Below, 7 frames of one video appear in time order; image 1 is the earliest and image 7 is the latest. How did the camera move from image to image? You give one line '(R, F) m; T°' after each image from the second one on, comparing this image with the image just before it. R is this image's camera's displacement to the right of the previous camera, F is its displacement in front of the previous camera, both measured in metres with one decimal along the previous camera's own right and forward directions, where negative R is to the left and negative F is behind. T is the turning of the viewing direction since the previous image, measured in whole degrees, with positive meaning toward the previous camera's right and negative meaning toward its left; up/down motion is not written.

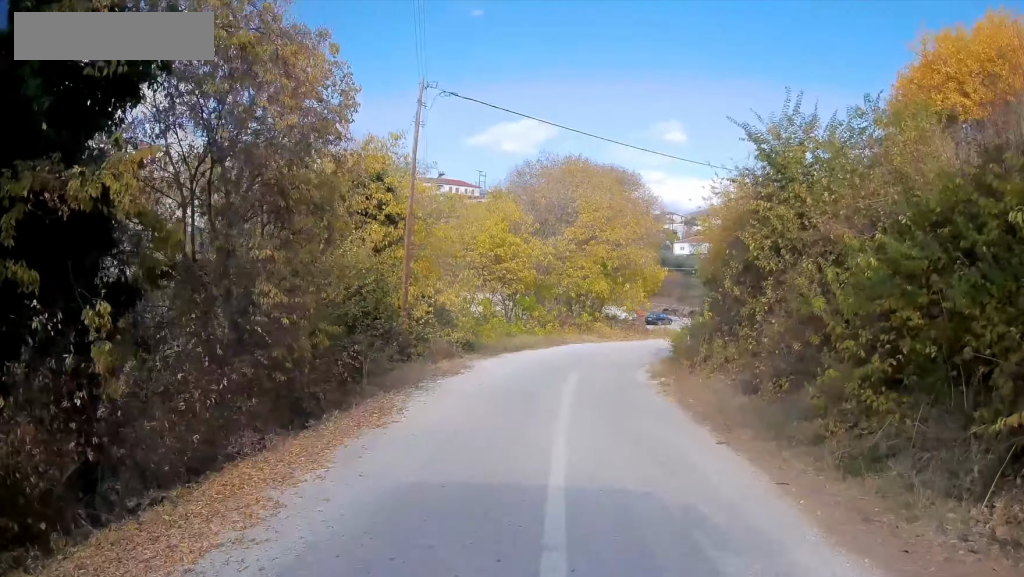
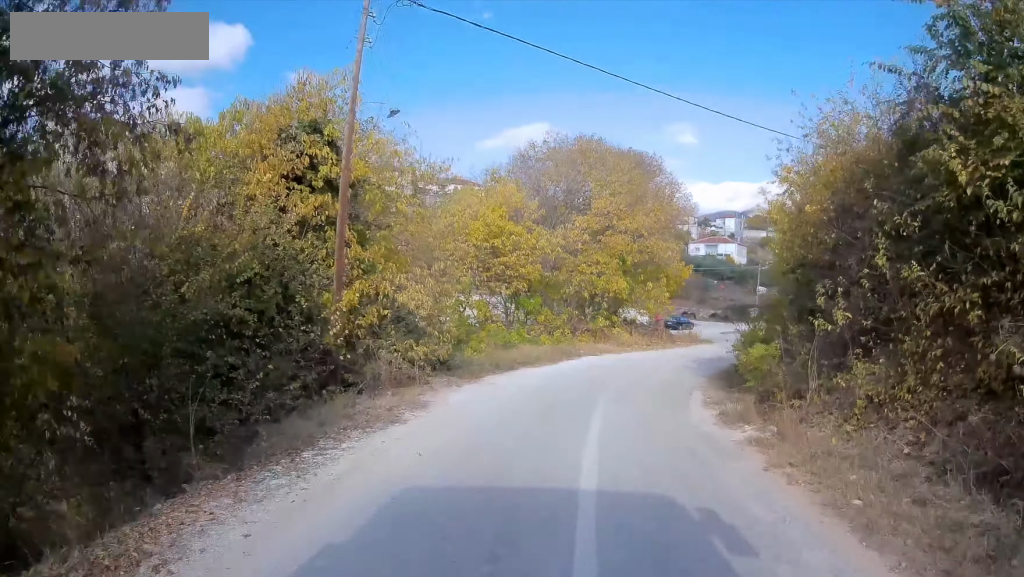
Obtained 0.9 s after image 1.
(-0.3, +7.5) m; -2°
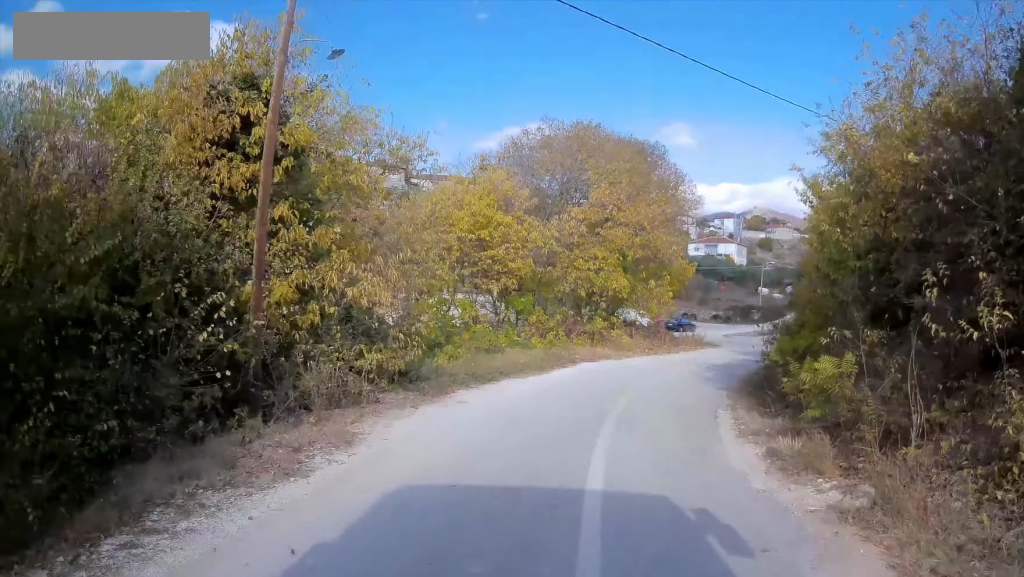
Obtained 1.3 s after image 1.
(0.0, +3.4) m; 0°
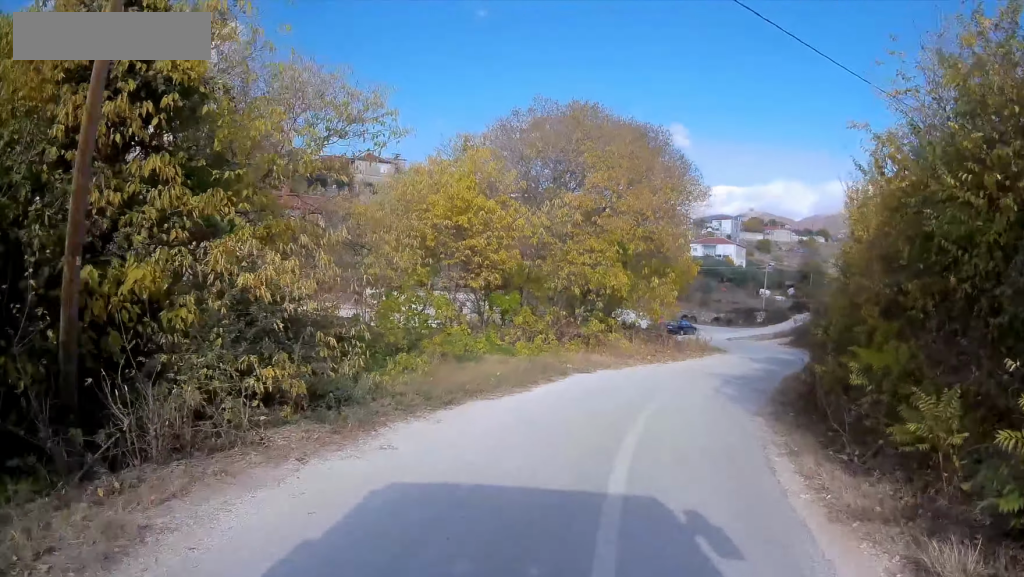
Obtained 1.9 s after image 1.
(0.0, +3.6) m; +1°
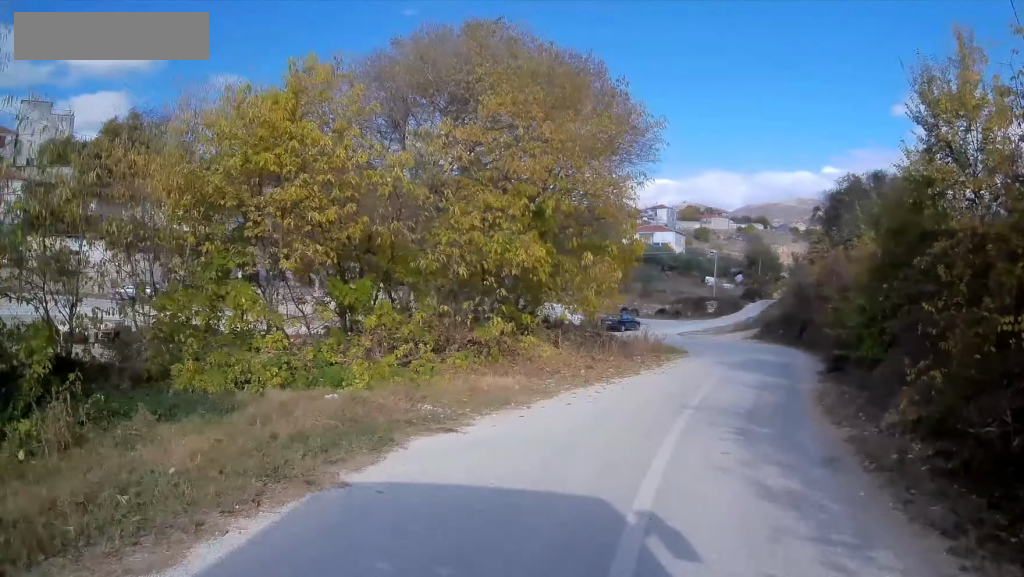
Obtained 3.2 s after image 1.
(+0.4, +7.5) m; +6°
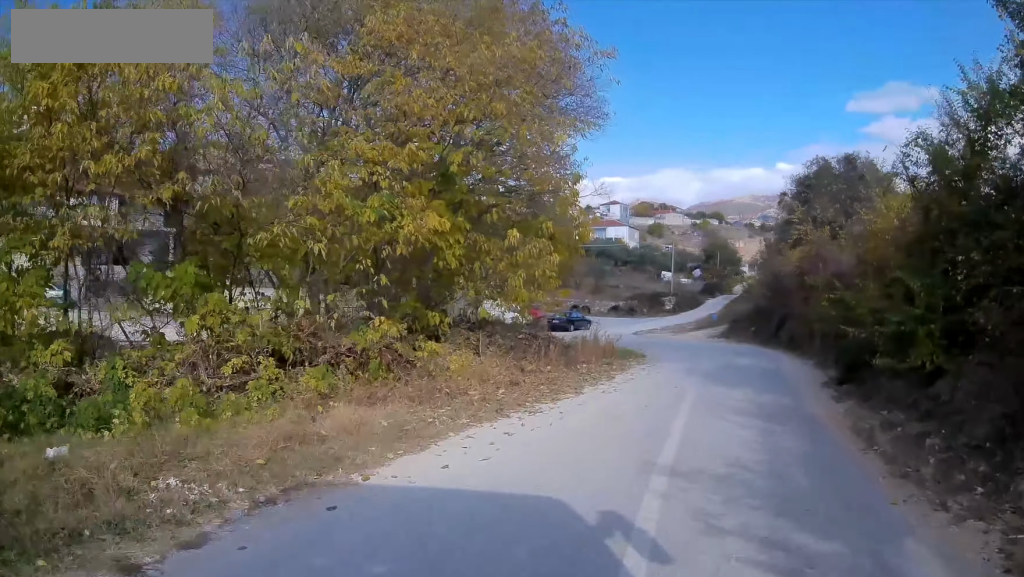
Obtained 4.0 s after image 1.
(+0.1, +5.4) m; +3°
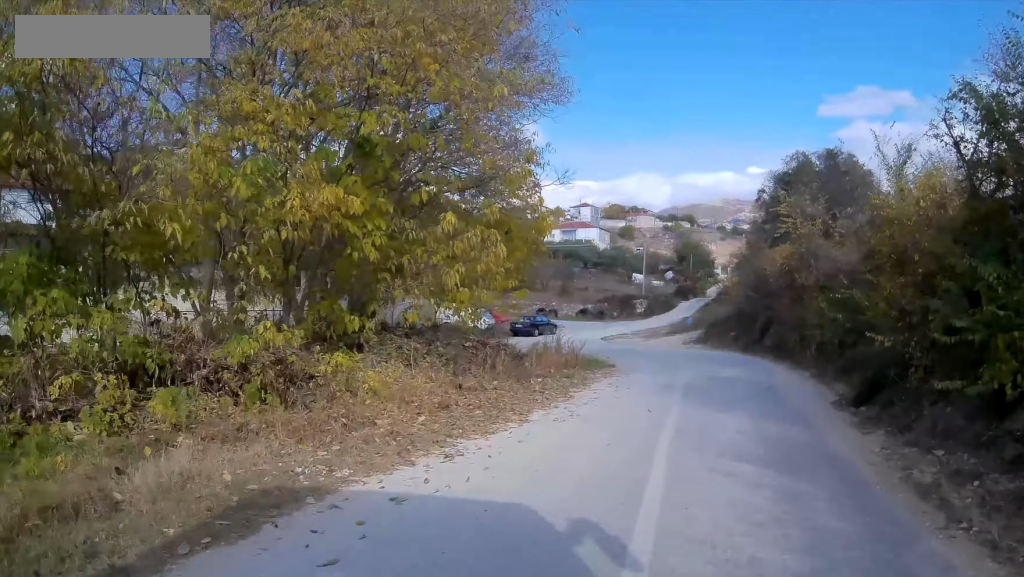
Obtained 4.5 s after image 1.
(0.0, +3.9) m; +2°
